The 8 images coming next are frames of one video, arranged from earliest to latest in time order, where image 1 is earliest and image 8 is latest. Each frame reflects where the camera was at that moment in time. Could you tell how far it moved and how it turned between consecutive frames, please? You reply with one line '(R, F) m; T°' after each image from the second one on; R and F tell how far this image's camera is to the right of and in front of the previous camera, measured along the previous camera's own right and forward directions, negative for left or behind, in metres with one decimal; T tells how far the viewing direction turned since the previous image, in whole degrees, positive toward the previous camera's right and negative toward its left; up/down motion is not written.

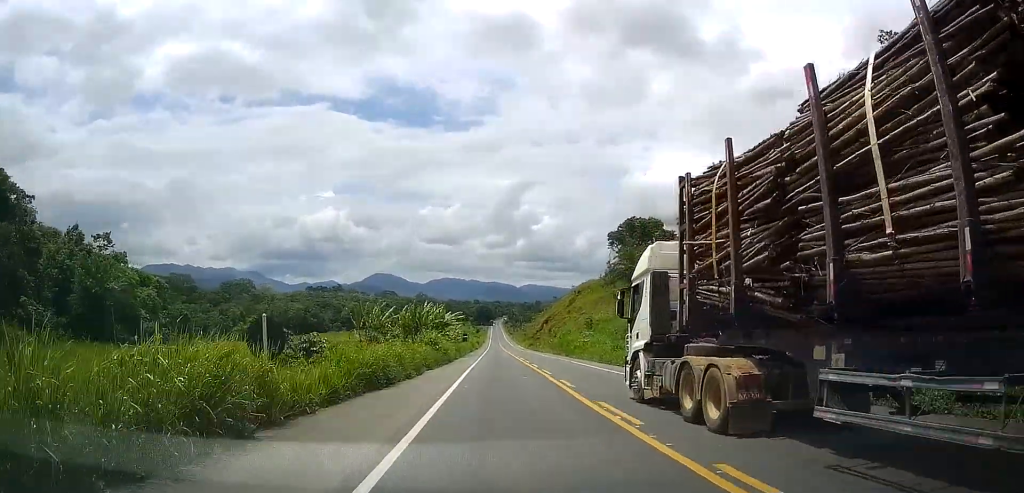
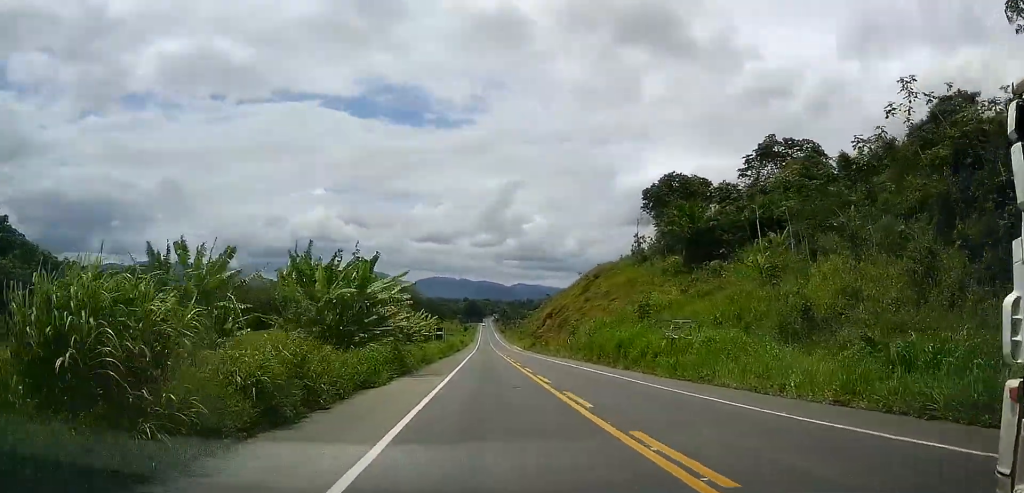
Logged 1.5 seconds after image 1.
(+0.2, +32.8) m; 0°
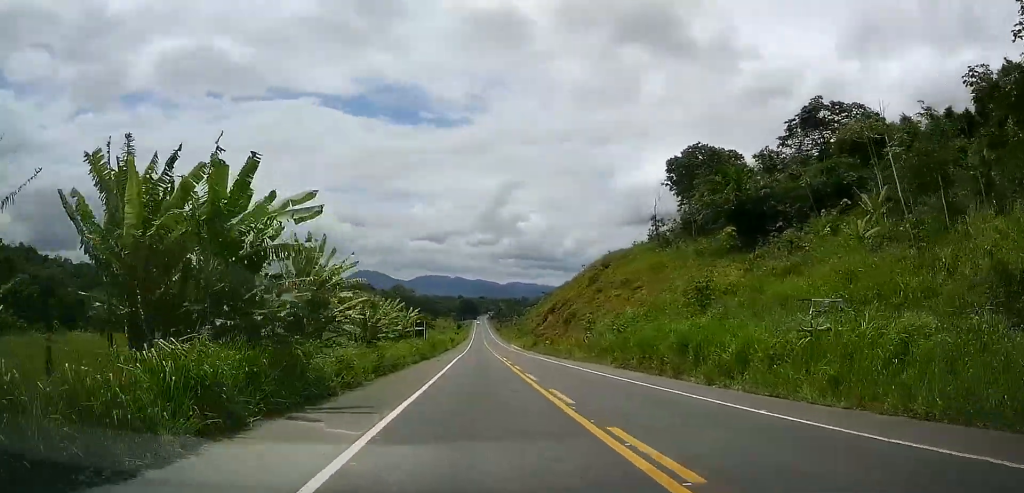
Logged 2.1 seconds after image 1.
(-0.2, +14.2) m; 0°
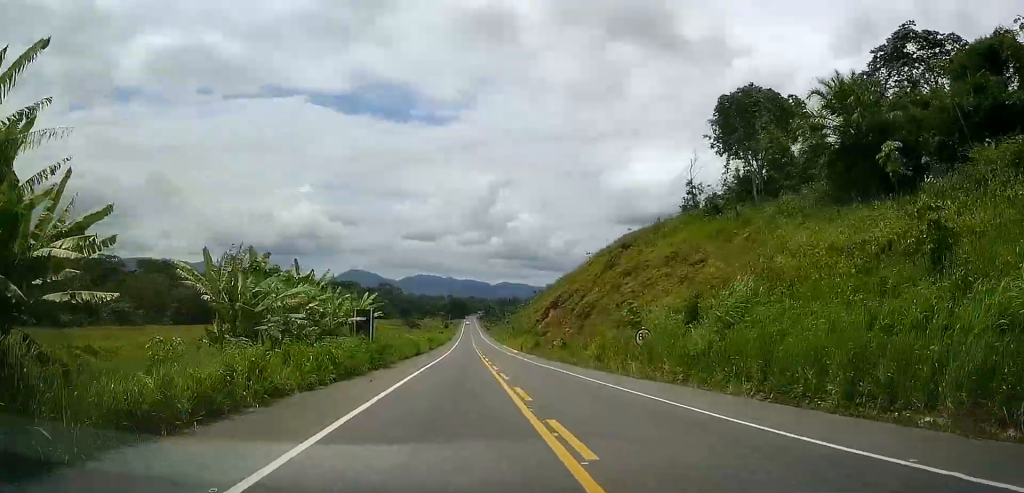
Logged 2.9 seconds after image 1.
(+0.1, +20.1) m; +1°
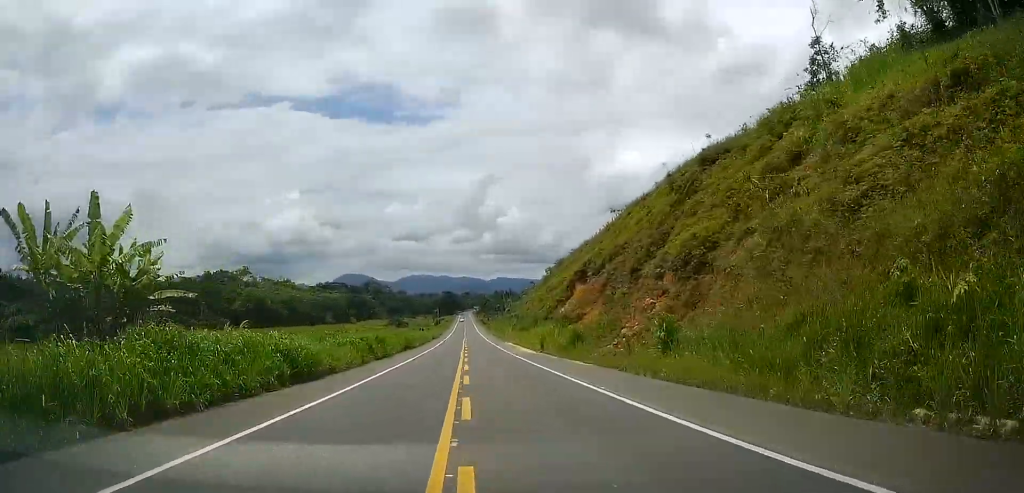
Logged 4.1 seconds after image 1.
(+0.5, +33.2) m; +1°
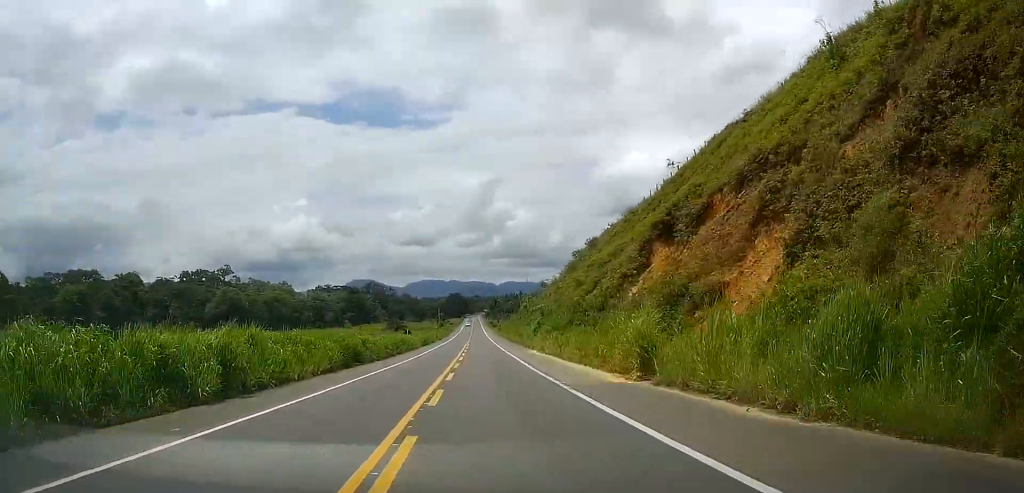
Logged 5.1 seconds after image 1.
(0.0, +27.6) m; 0°
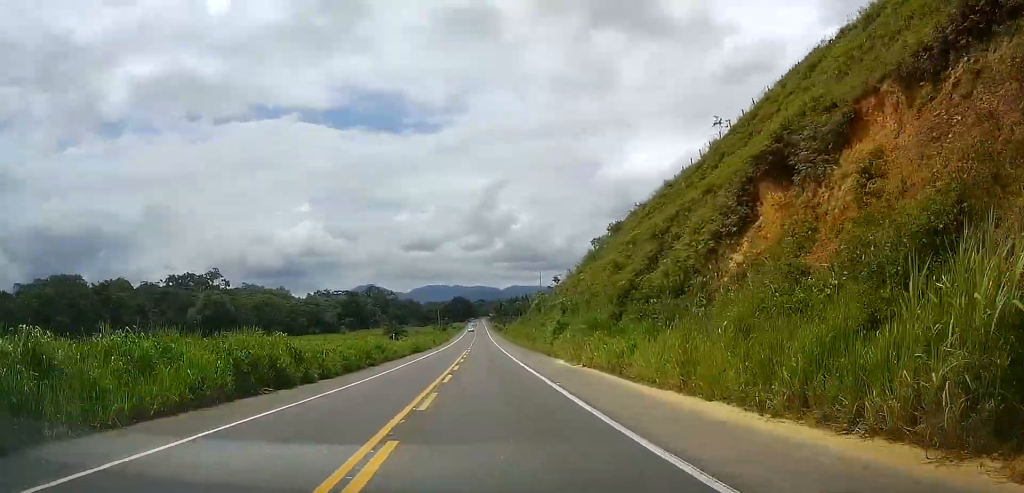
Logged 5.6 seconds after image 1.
(0.0, +14.5) m; 0°
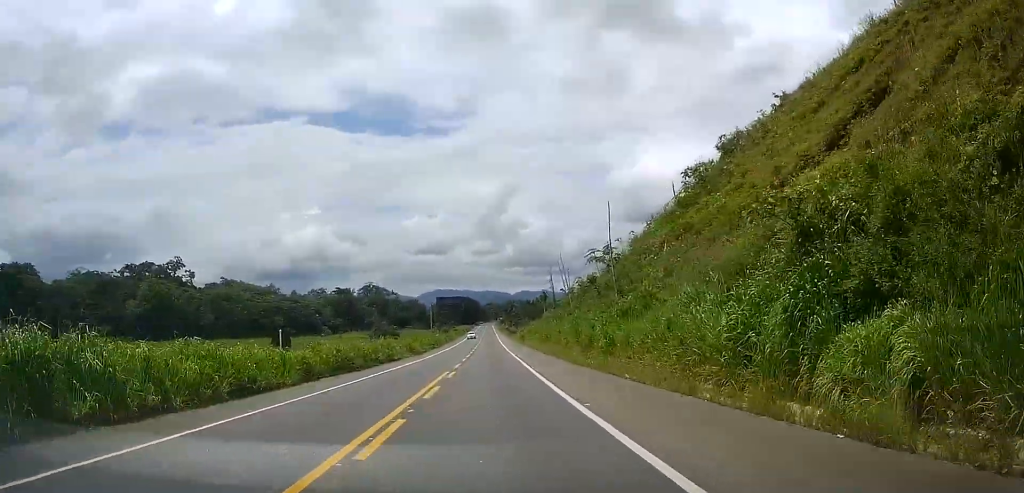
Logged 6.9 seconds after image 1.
(-0.2, +35.7) m; -1°
